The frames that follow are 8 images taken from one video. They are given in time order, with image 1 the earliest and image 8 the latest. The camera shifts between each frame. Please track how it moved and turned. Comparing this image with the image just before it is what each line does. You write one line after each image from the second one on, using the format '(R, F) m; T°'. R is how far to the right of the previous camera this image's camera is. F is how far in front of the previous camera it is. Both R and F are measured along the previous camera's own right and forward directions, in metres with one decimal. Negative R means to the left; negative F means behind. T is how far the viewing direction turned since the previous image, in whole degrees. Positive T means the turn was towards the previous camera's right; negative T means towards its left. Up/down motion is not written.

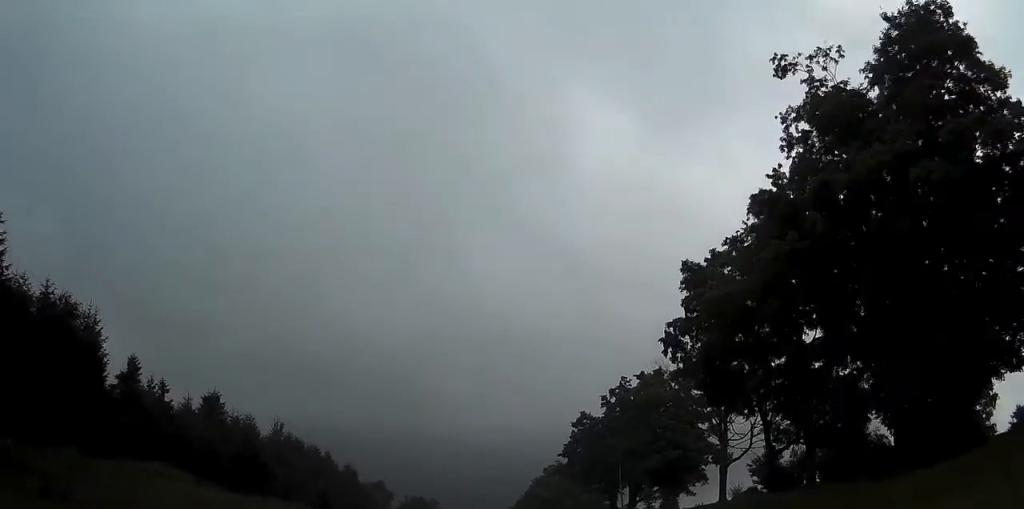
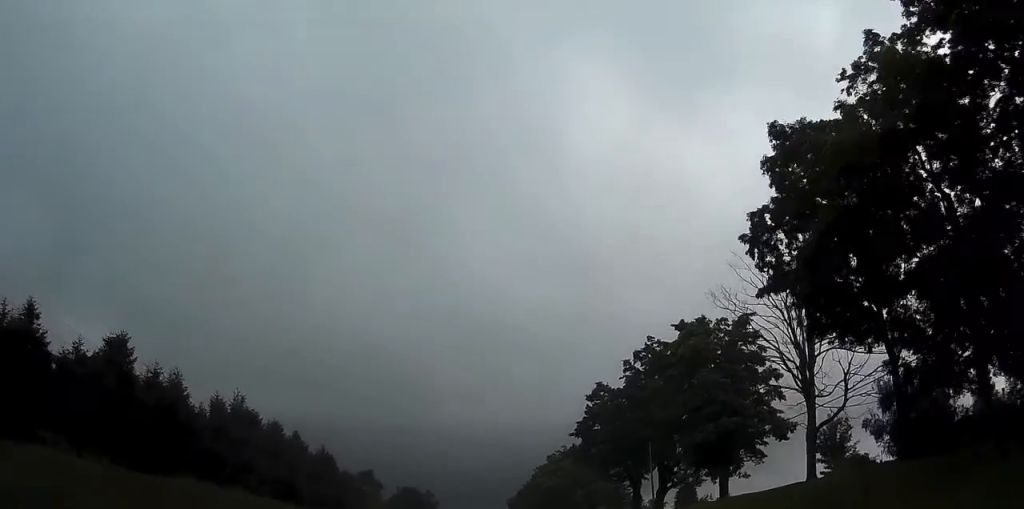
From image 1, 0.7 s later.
(+0.1, +17.1) m; +1°
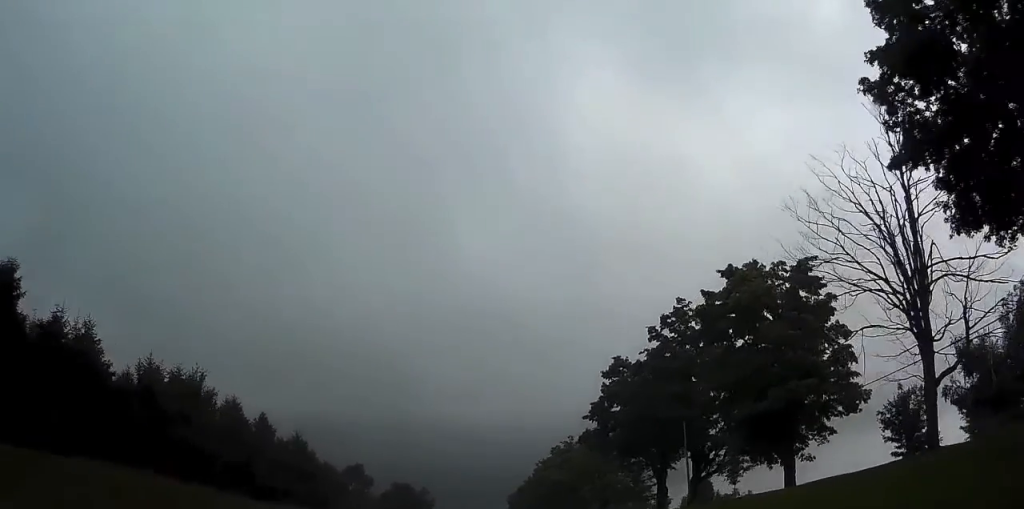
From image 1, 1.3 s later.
(+0.1, +13.3) m; 0°
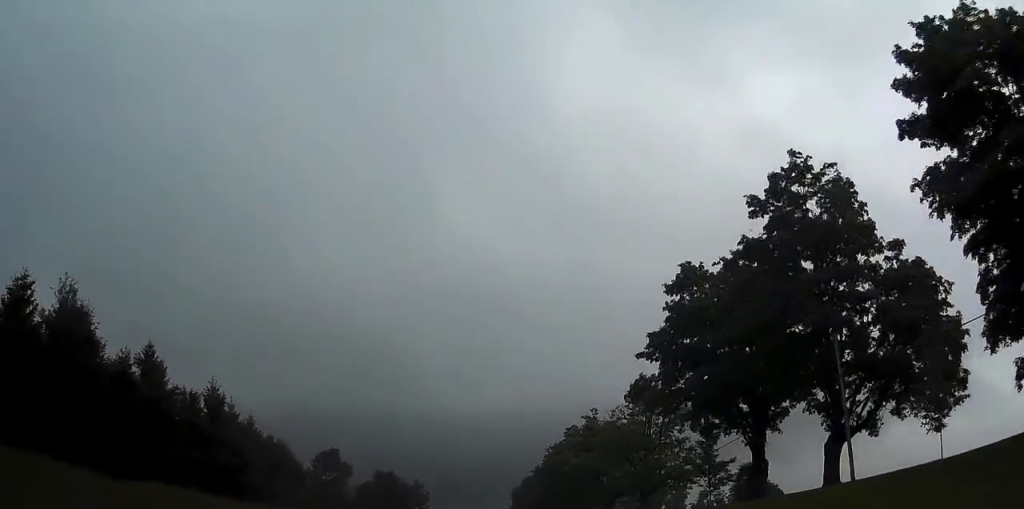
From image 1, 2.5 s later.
(+0.1, +27.5) m; 0°
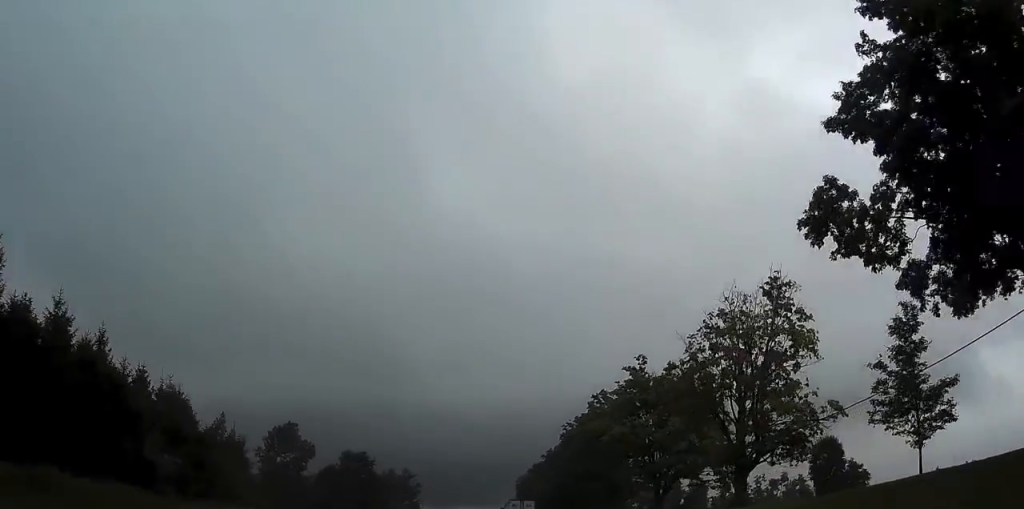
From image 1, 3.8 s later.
(-0.1, +31.0) m; 0°
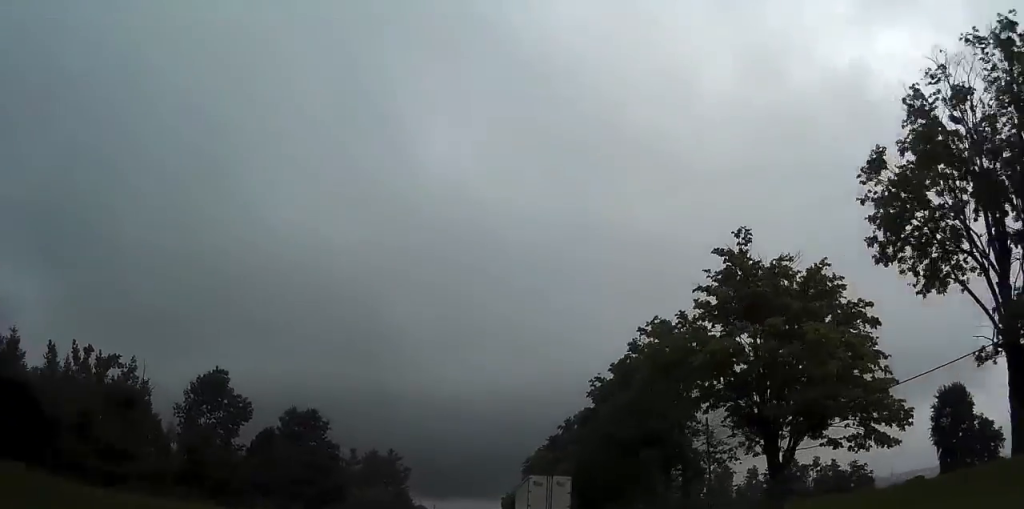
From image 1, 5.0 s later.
(-0.1, +30.5) m; -1°
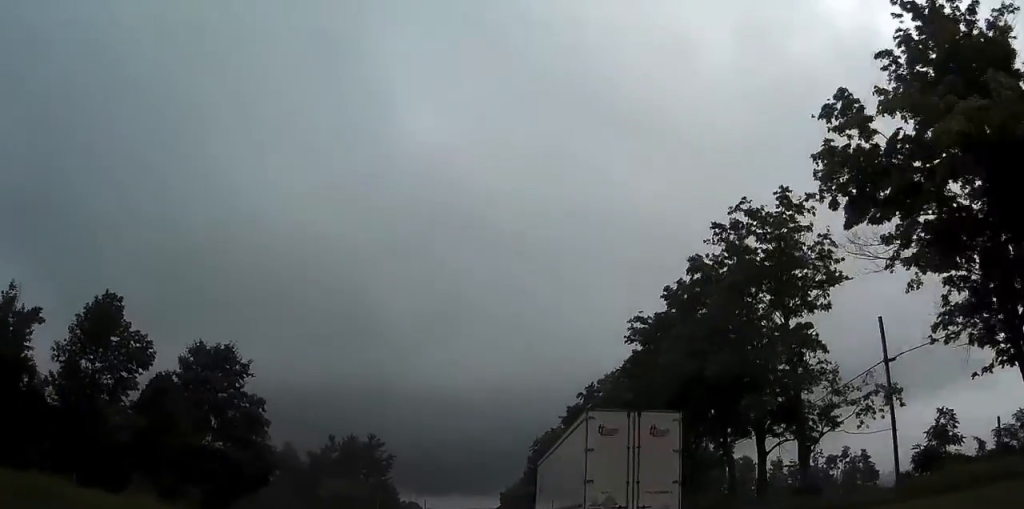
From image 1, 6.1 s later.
(-0.2, +25.1) m; 0°
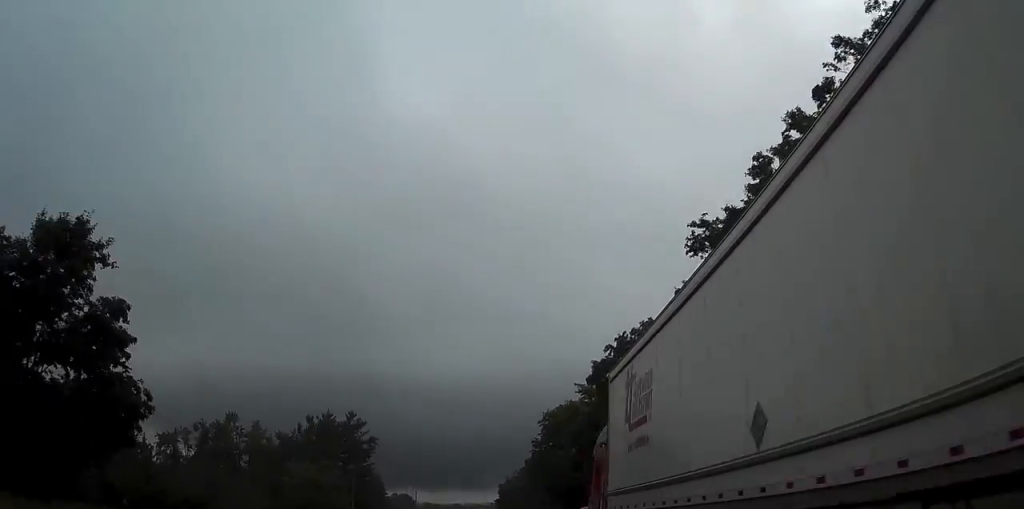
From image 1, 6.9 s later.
(0.0, +20.4) m; 0°
